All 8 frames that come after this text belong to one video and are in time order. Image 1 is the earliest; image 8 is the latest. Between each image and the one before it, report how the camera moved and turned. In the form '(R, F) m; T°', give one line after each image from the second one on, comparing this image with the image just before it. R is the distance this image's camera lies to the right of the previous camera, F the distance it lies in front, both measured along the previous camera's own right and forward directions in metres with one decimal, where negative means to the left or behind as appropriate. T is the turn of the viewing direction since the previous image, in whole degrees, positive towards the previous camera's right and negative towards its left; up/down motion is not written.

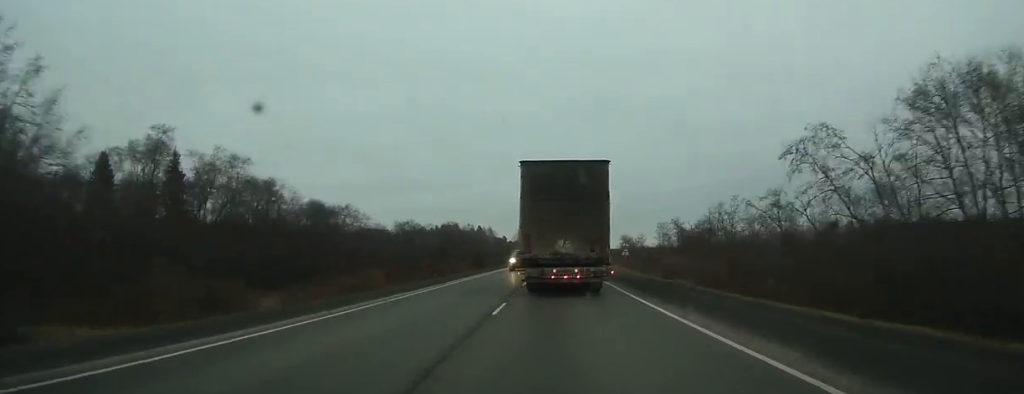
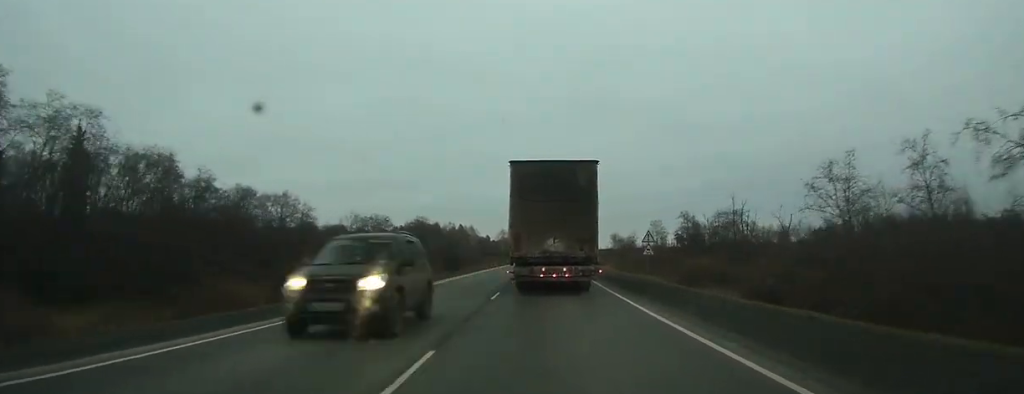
(+0.1, +20.4) m; 0°
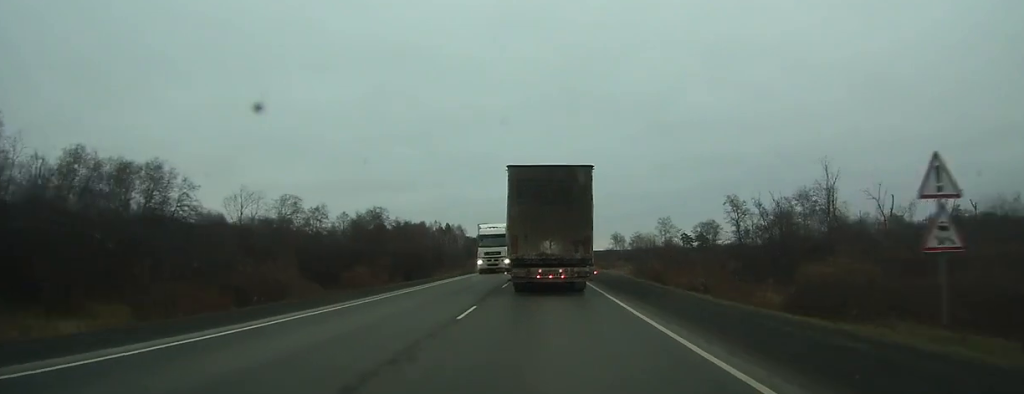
(0.0, +29.8) m; 0°
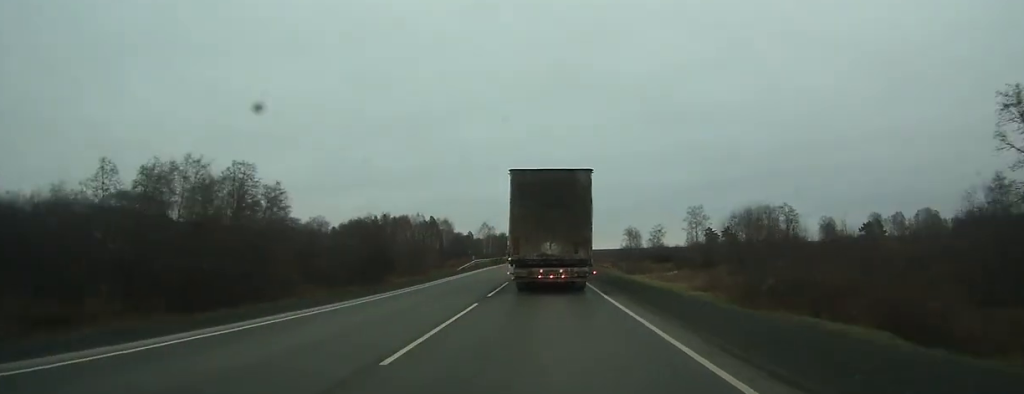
(+0.3, +47.9) m; +1°
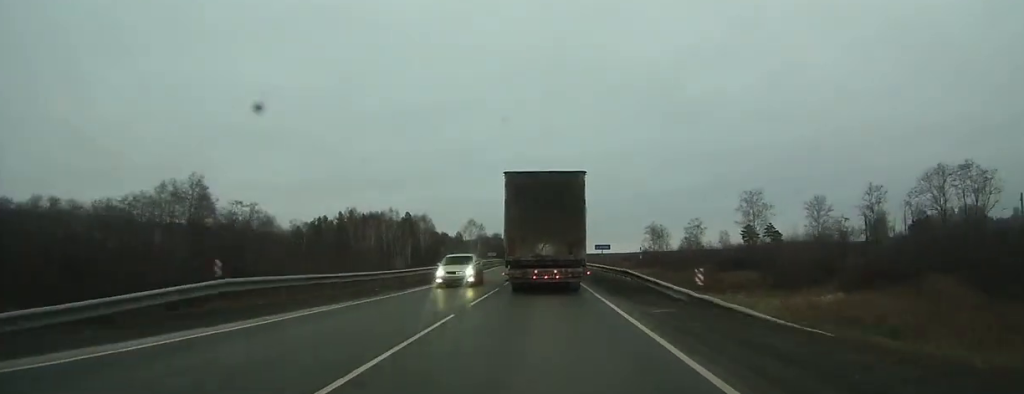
(+0.3, +51.6) m; +1°
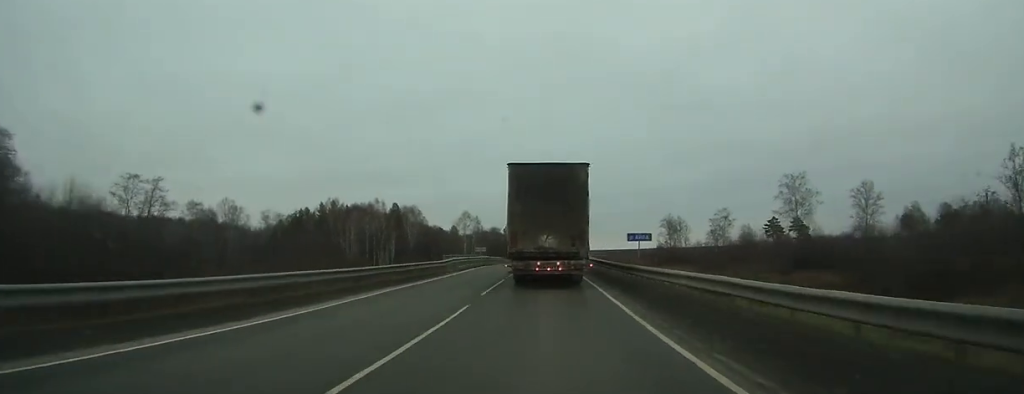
(0.0, +22.6) m; 0°
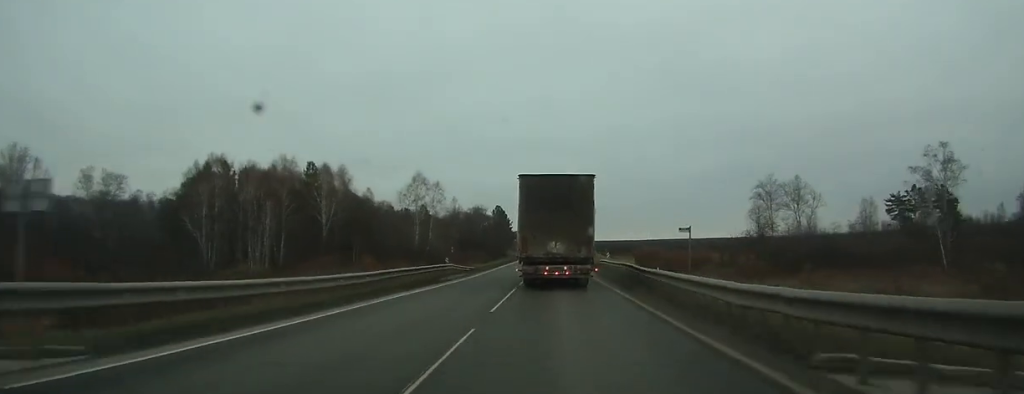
(-0.2, +79.0) m; 0°
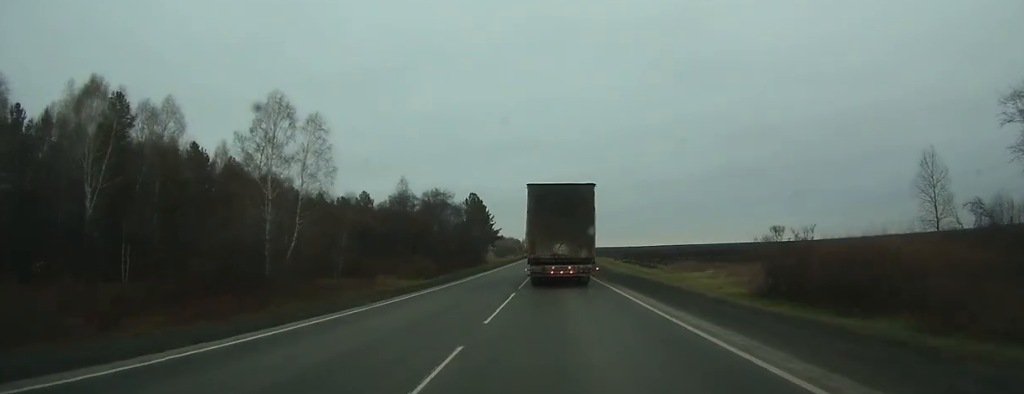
(+0.3, +63.2) m; +1°
